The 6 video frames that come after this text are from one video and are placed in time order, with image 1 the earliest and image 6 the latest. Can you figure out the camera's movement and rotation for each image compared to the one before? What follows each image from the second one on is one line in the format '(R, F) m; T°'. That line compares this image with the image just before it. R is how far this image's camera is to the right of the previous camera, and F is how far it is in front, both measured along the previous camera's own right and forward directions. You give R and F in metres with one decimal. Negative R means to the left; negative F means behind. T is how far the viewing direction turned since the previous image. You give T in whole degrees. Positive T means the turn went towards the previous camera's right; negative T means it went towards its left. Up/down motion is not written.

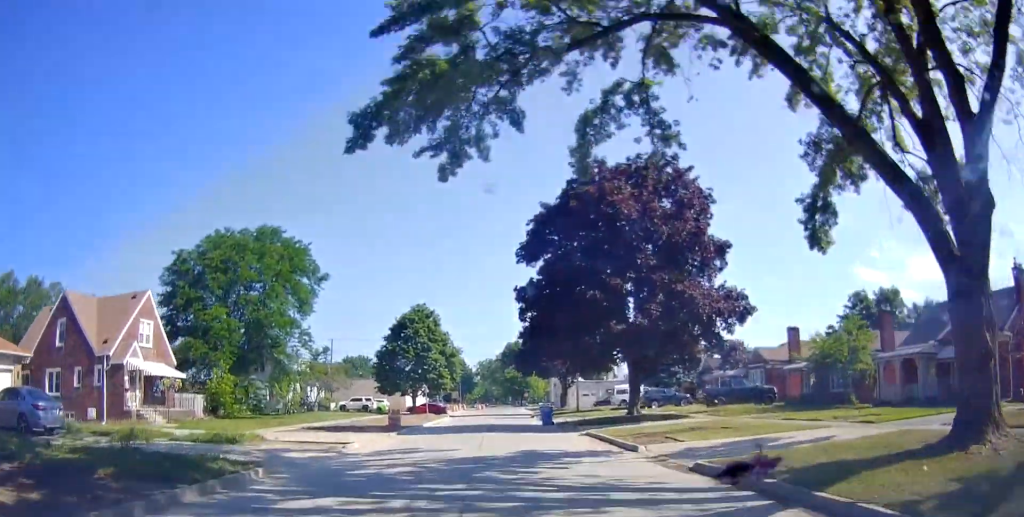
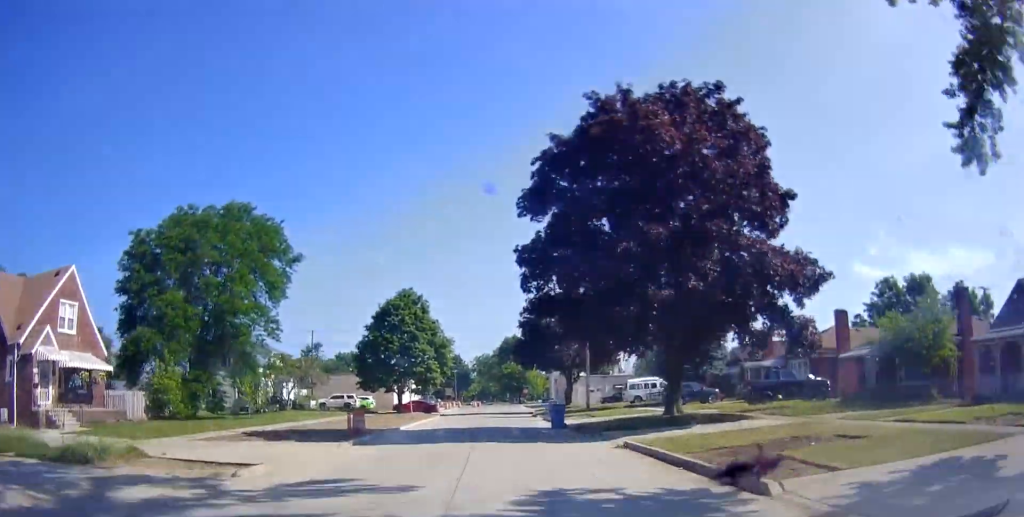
(+0.1, +7.7) m; 0°
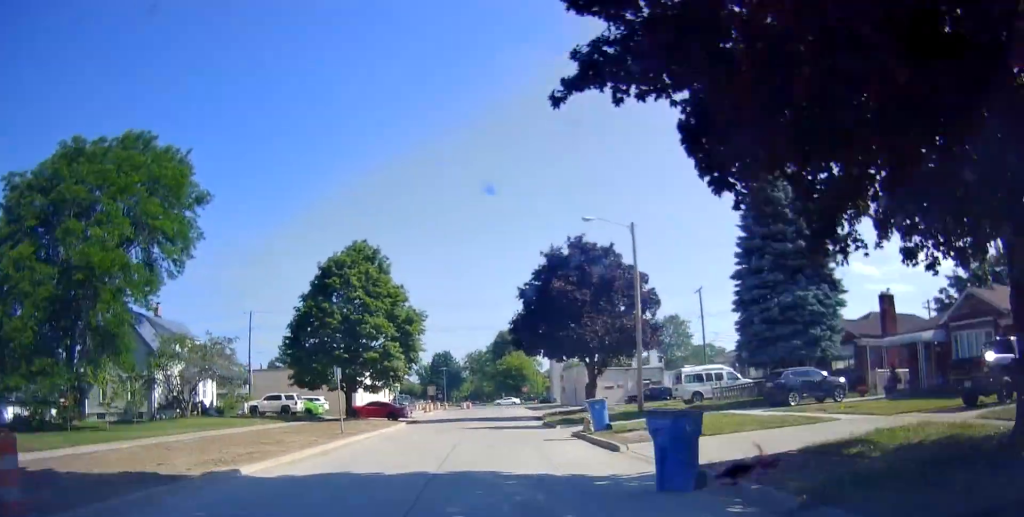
(+0.1, +18.3) m; 0°
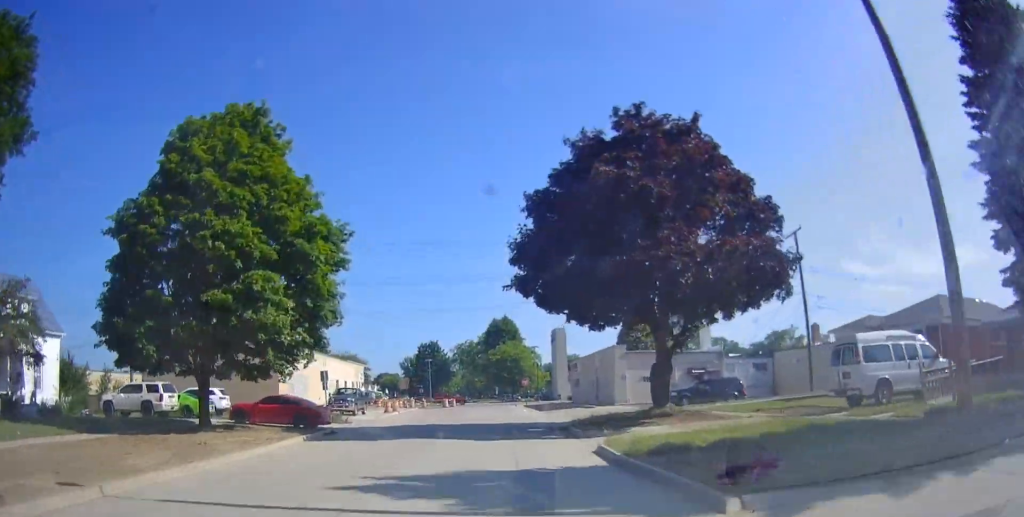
(-0.2, +19.8) m; -1°
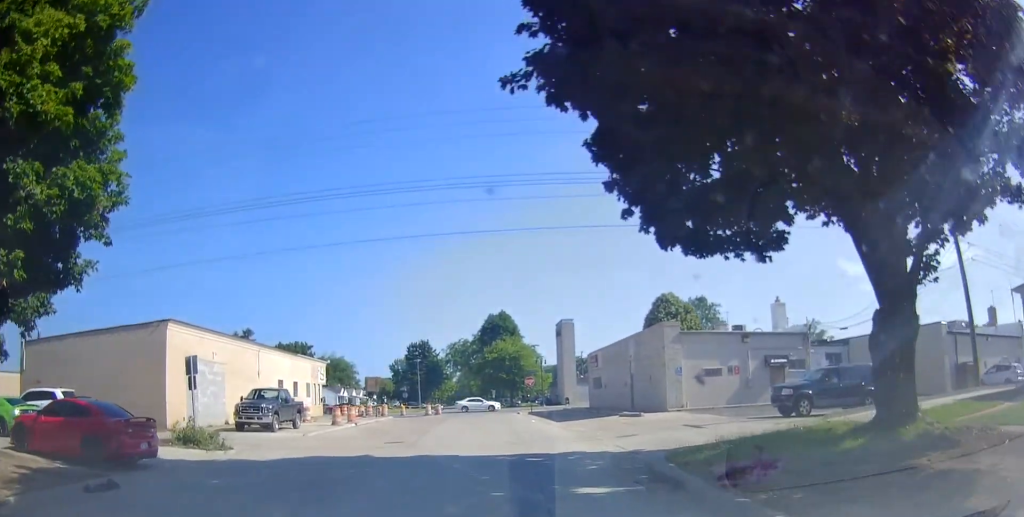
(-0.1, +16.2) m; -1°
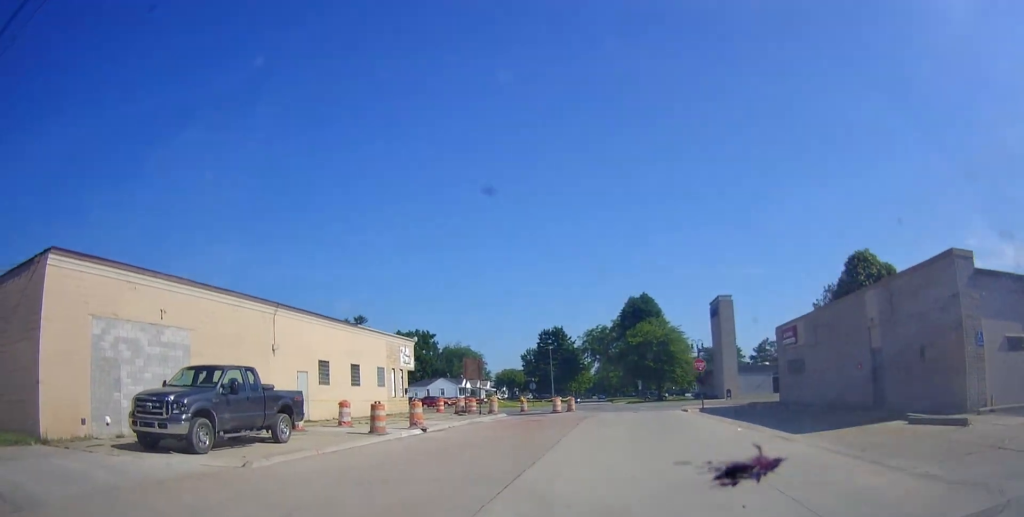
(-1.3, +16.6) m; -17°
